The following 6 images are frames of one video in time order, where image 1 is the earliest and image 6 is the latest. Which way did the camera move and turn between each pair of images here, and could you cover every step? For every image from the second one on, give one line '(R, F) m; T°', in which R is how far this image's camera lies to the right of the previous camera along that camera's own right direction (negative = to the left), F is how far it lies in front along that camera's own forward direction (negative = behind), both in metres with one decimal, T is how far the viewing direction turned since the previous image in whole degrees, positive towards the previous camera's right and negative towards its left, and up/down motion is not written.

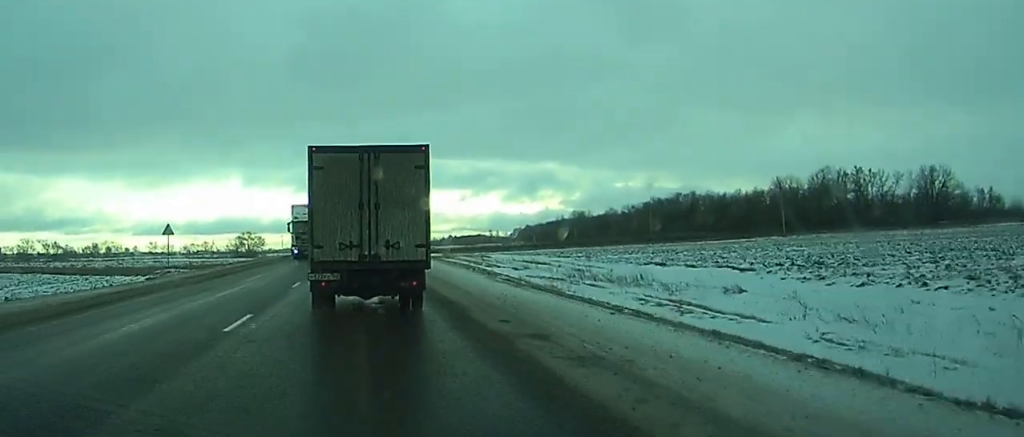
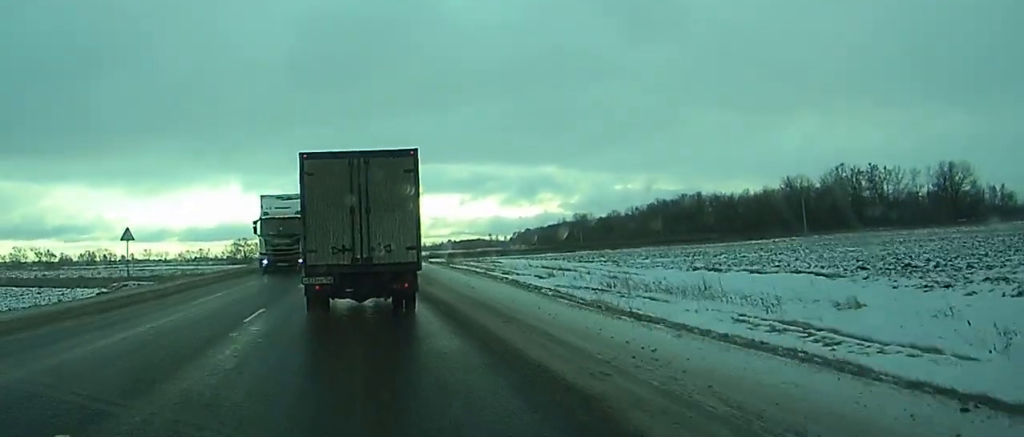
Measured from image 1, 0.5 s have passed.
(0.0, +9.4) m; 0°
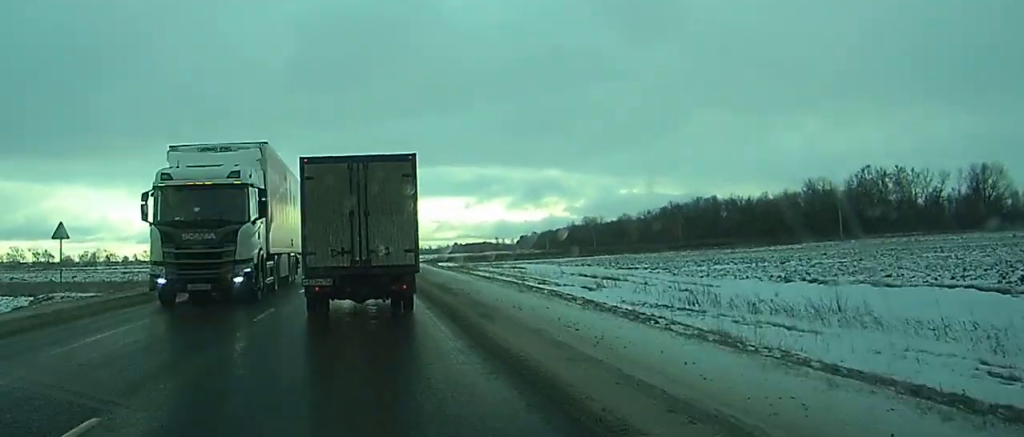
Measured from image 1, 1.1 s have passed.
(+0.1, +11.3) m; 0°
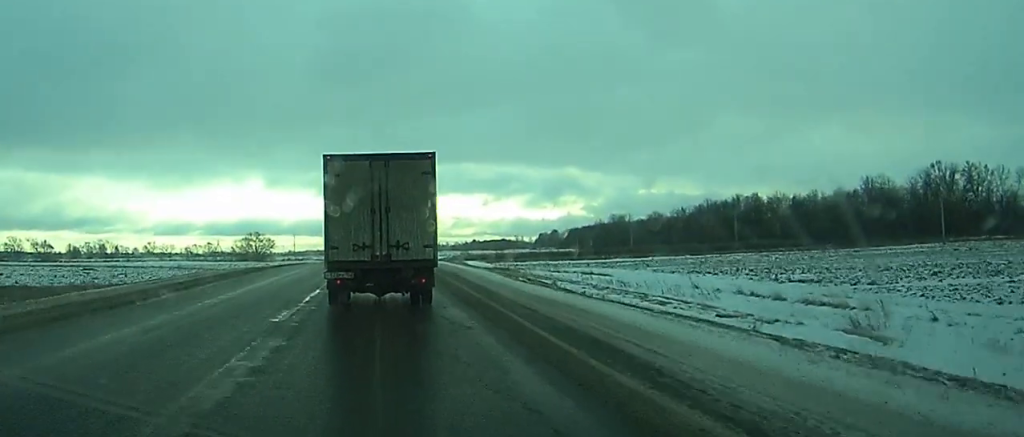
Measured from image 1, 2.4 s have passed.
(-0.1, +25.0) m; 0°
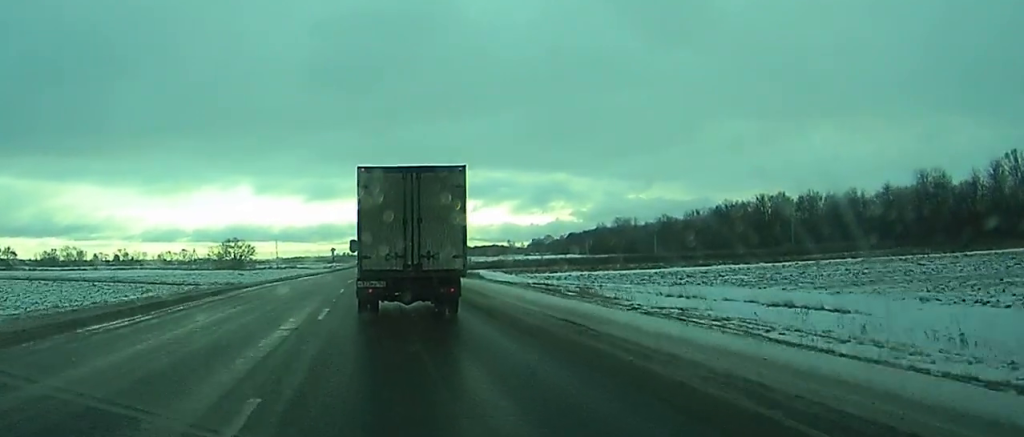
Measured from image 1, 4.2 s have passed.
(-0.4, +33.3) m; -1°
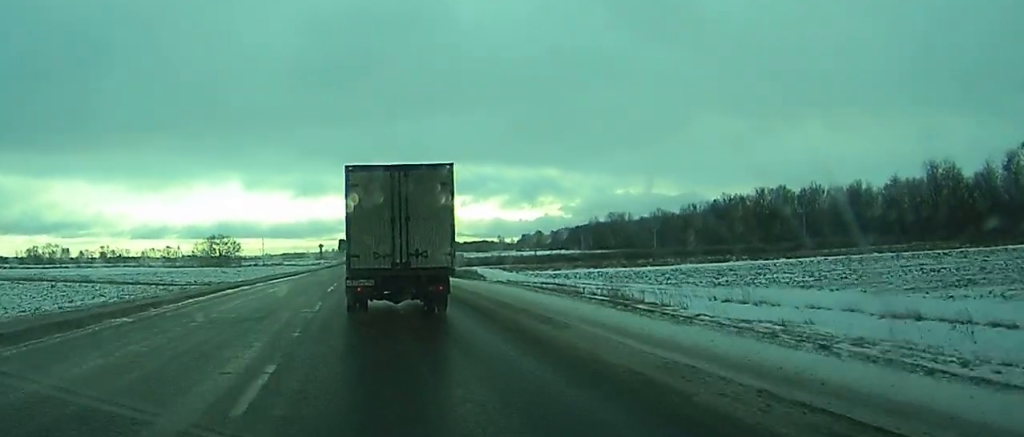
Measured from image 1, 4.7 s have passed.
(0.0, +9.6) m; 0°
